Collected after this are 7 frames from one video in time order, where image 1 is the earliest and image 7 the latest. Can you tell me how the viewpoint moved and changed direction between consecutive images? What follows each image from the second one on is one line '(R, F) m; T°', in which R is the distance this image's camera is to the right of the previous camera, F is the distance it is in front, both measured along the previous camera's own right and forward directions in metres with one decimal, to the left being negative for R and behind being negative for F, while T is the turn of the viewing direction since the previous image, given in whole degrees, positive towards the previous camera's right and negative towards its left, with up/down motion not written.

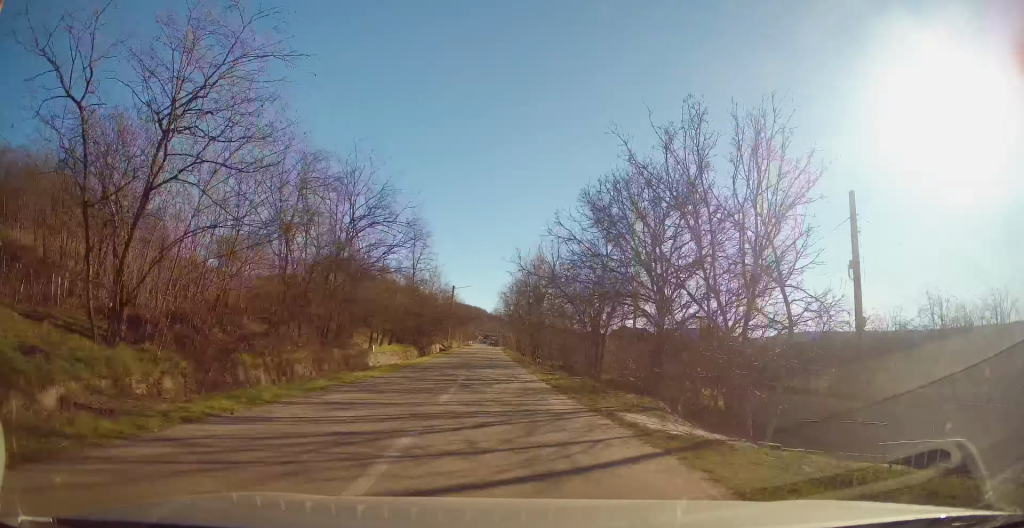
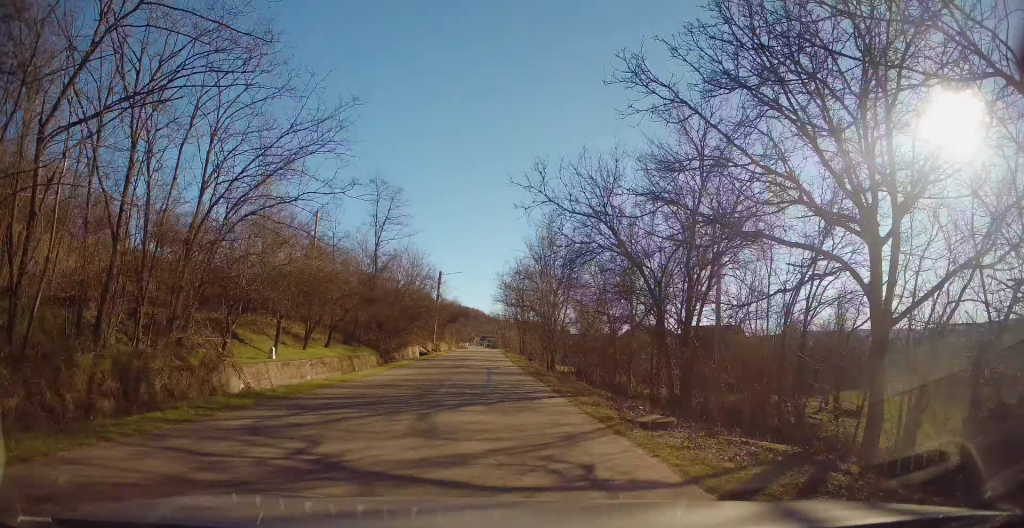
(-0.1, +16.0) m; 0°
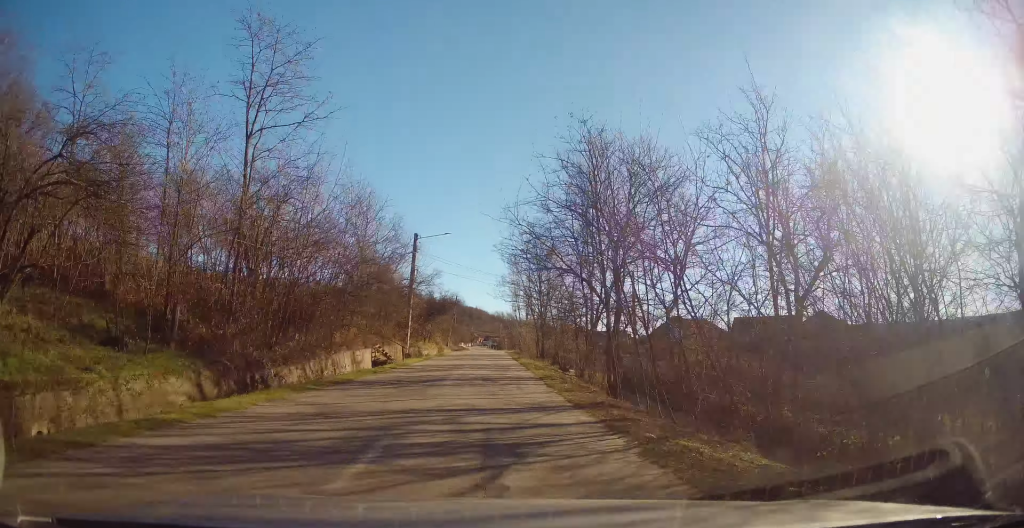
(-0.1, +20.5) m; 0°
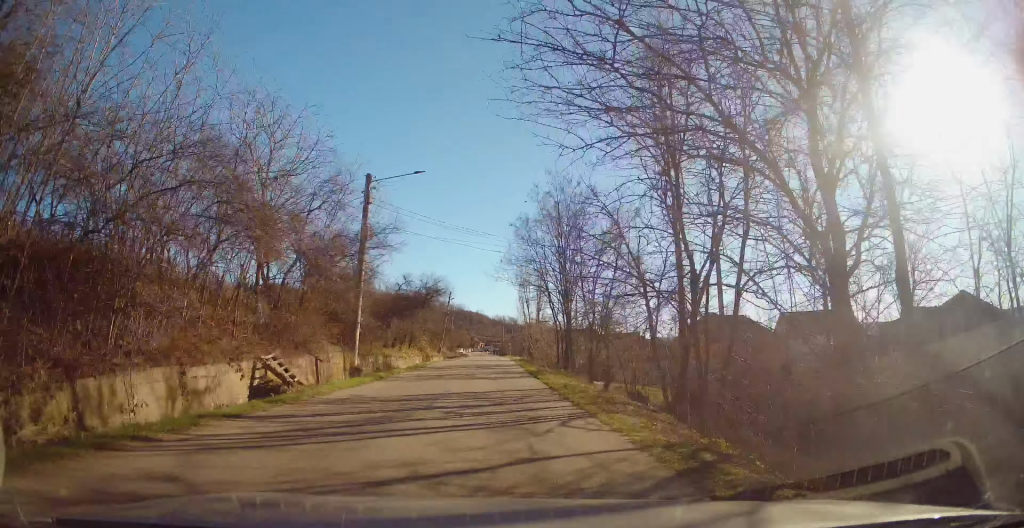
(0.0, +14.7) m; 0°
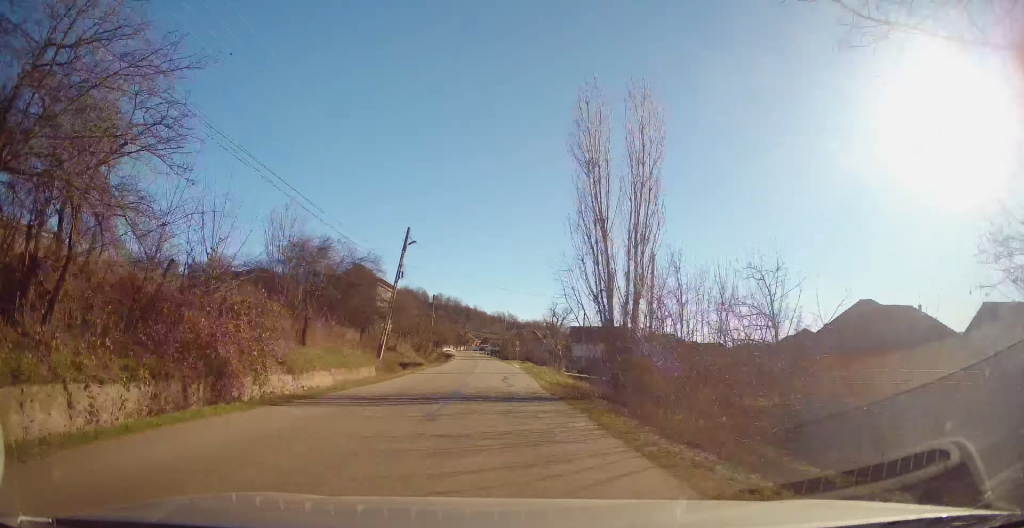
(-0.2, +36.6) m; -1°
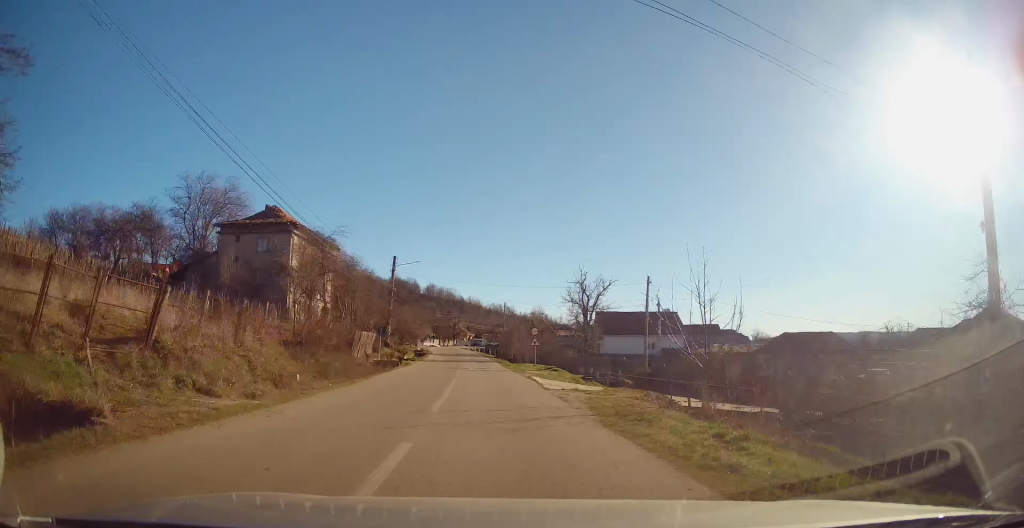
(-0.2, +30.4) m; -1°
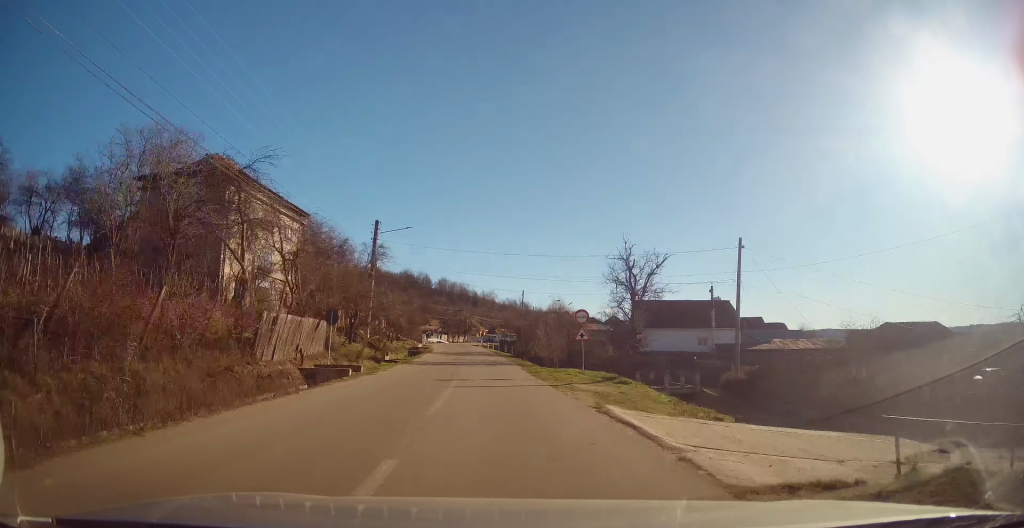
(-0.1, +13.4) m; 0°
